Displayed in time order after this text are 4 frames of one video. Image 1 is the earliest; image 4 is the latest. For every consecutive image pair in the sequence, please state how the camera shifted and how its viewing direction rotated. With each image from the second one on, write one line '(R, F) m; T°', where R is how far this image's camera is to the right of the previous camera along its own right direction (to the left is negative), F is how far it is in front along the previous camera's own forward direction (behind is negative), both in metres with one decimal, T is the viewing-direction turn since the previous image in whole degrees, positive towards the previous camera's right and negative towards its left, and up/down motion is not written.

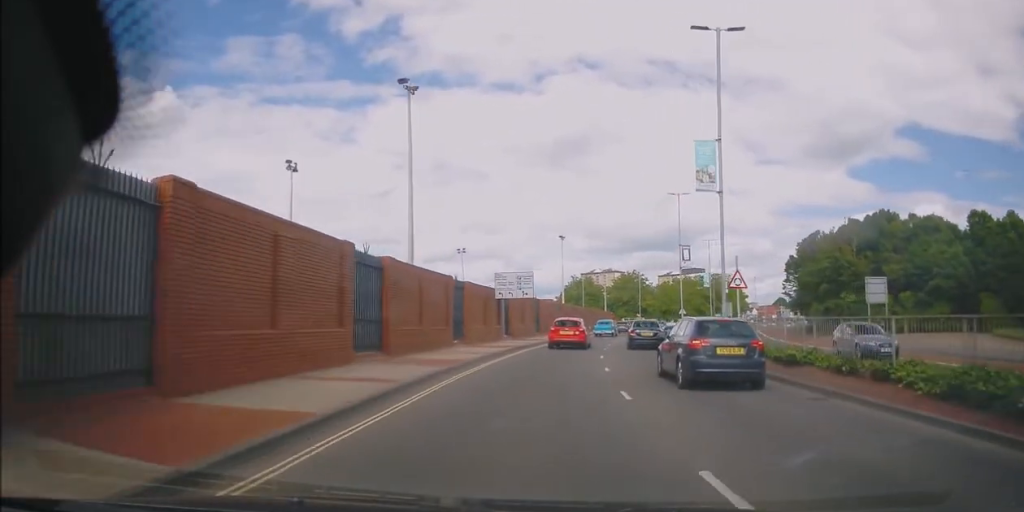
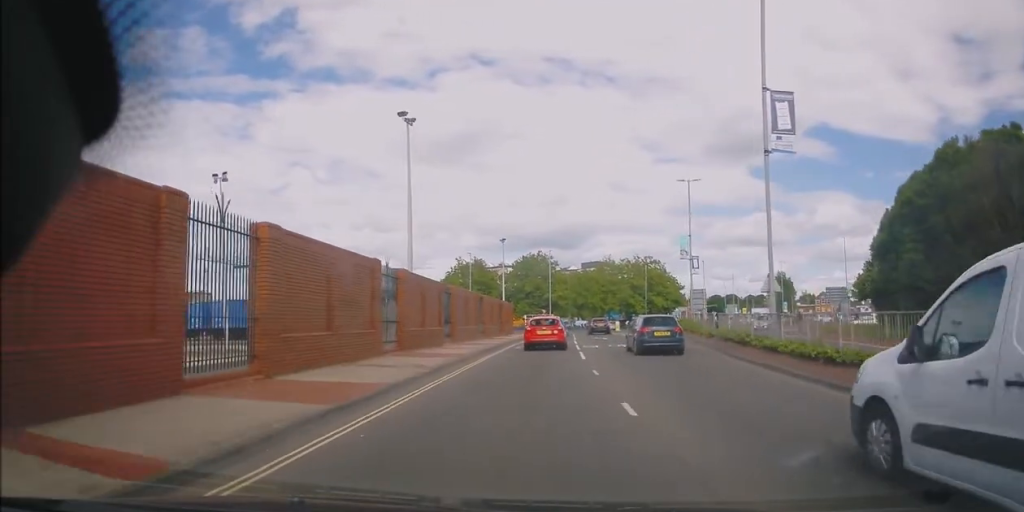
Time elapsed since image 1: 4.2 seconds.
(+3.0, +38.6) m; +11°
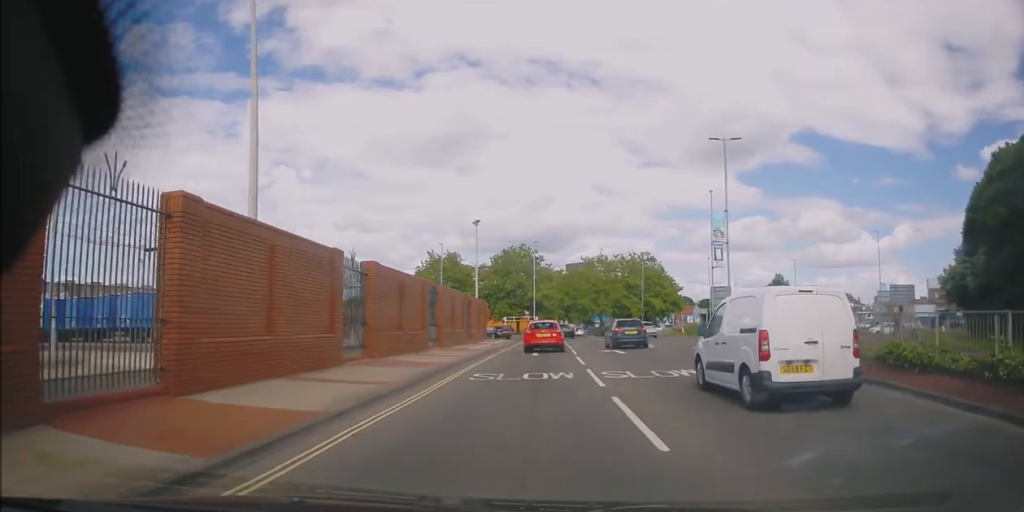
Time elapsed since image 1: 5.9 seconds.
(+0.6, +13.5) m; +2°
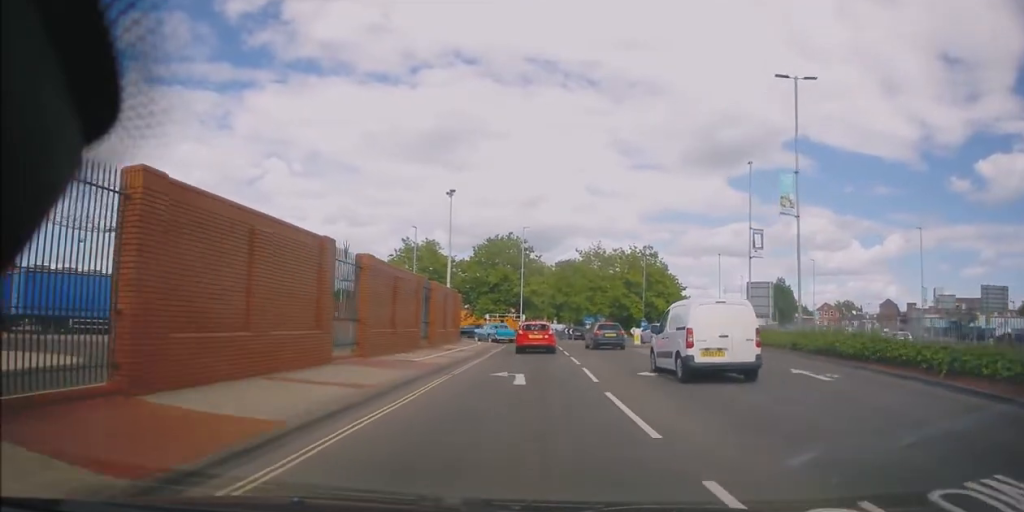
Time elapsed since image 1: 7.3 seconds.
(0.0, +11.6) m; +2°
